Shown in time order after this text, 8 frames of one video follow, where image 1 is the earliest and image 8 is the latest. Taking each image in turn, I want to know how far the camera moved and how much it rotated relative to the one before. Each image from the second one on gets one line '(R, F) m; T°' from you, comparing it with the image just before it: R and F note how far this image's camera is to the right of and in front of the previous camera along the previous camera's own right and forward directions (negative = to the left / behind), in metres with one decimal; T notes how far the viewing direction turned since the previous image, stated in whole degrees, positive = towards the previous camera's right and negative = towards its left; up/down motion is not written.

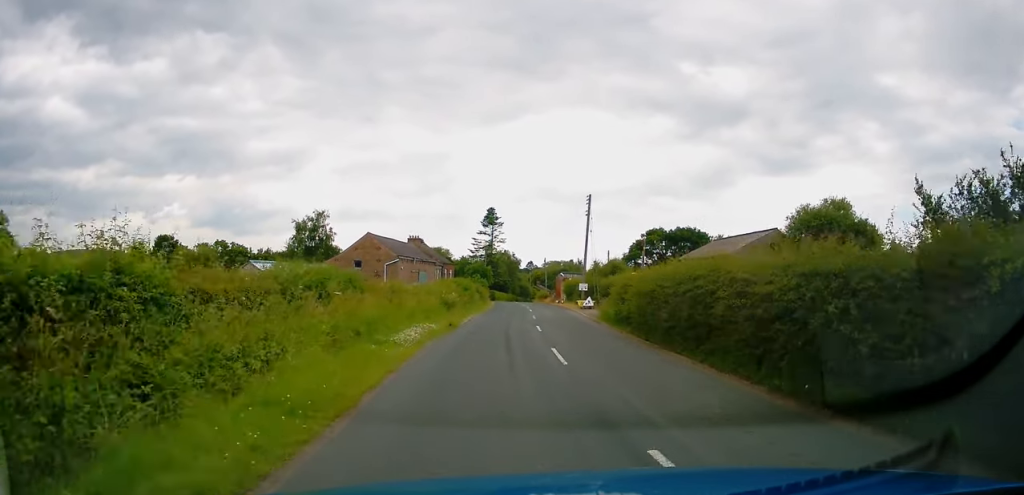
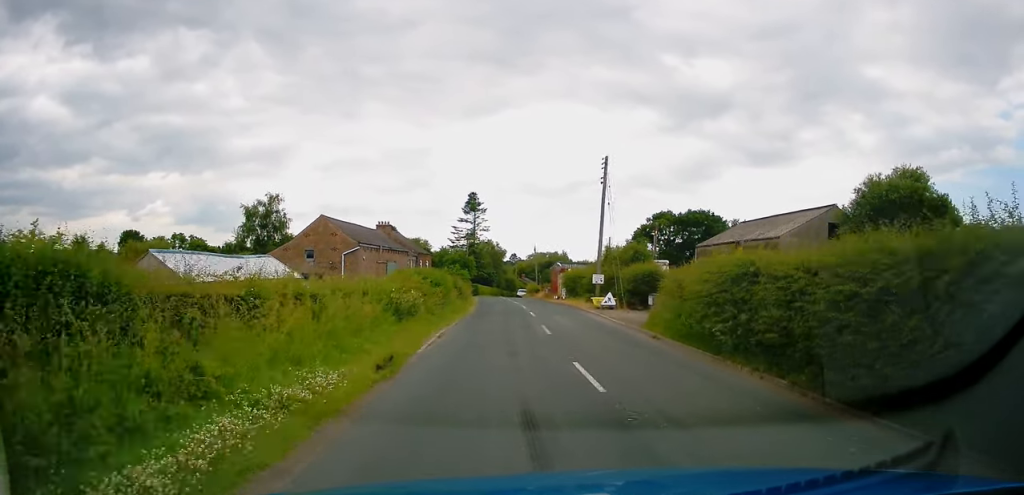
(+0.1, +12.3) m; +2°
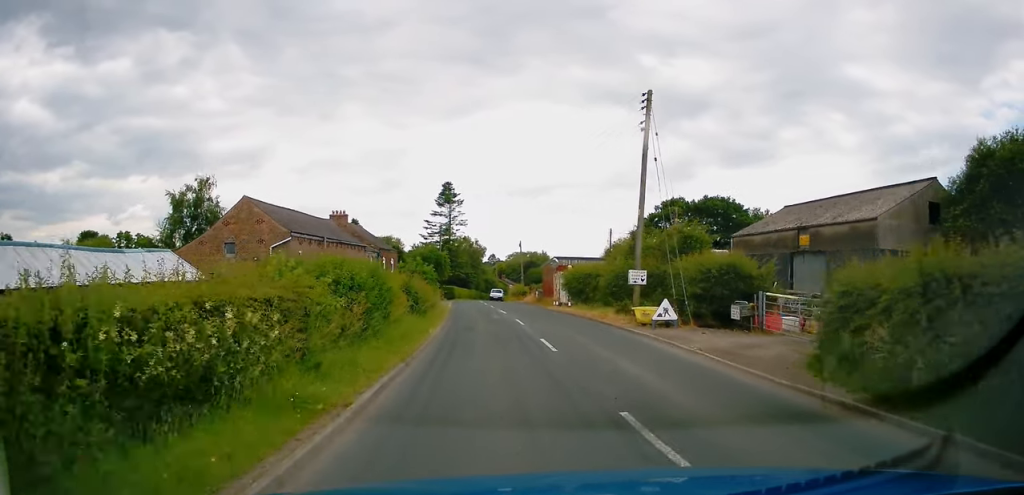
(+0.5, +13.1) m; +1°
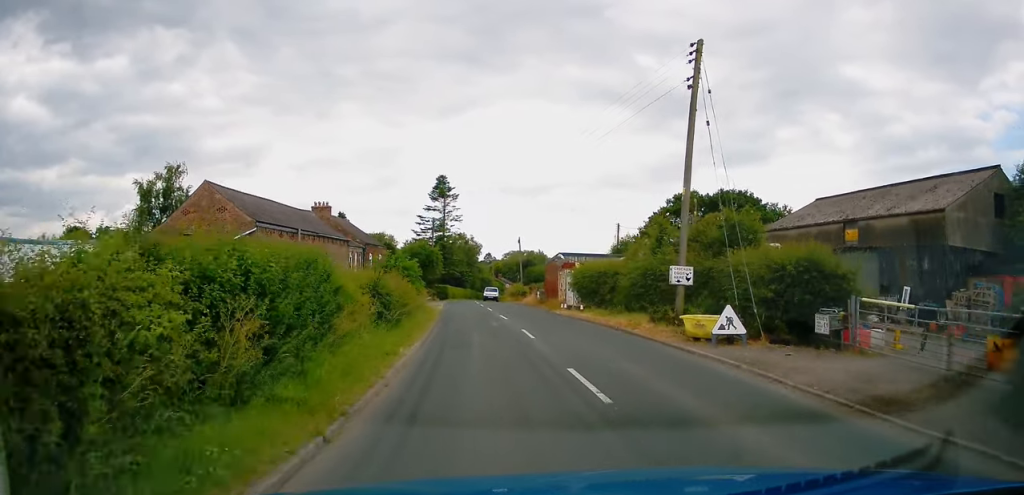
(-0.1, +5.5) m; 0°
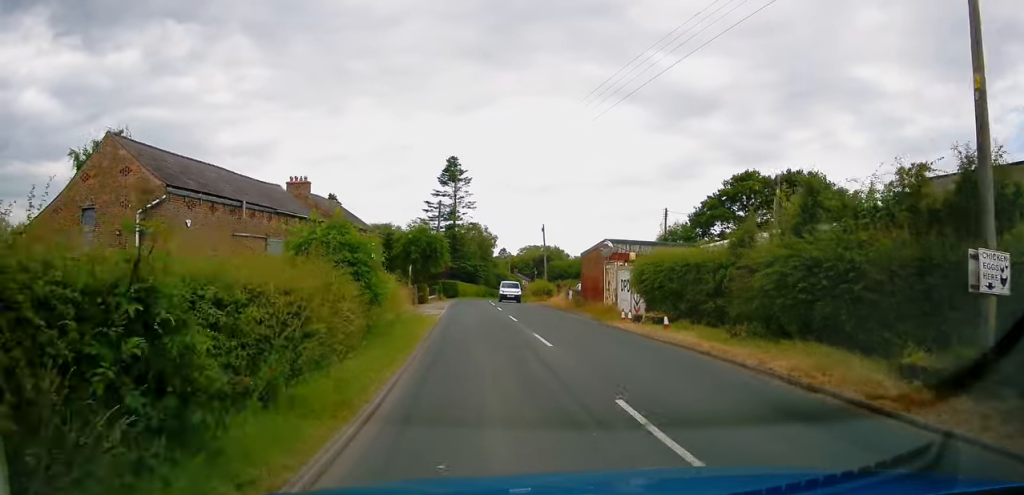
(0.0, +11.5) m; 0°
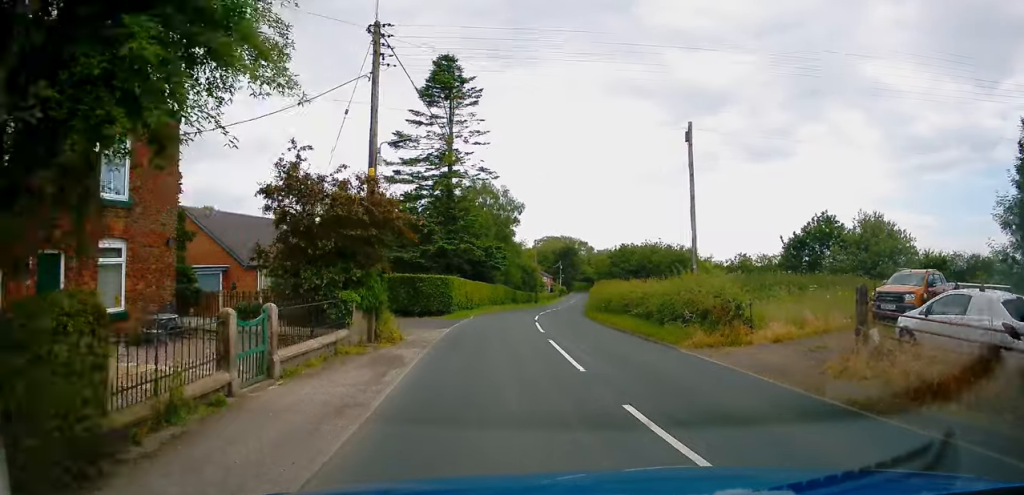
(-0.4, +37.7) m; -1°
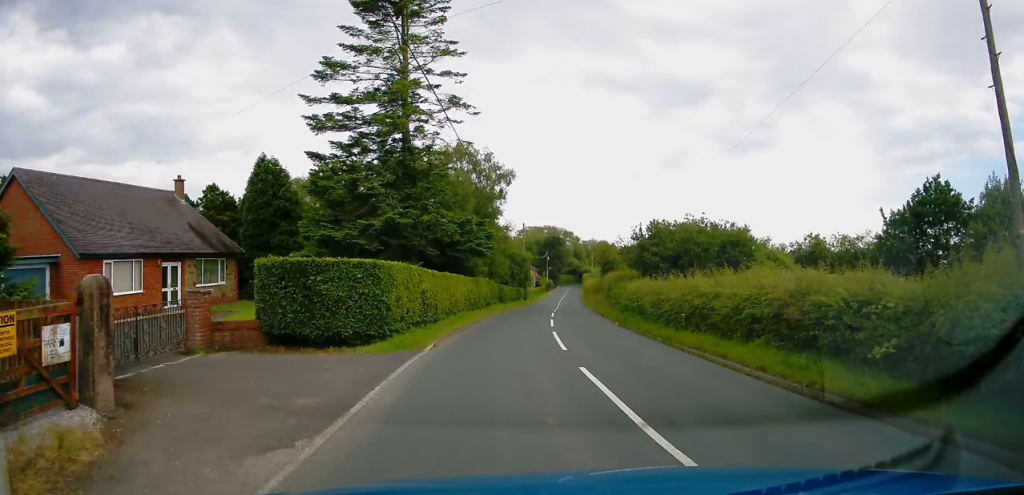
(+0.1, +14.3) m; +2°
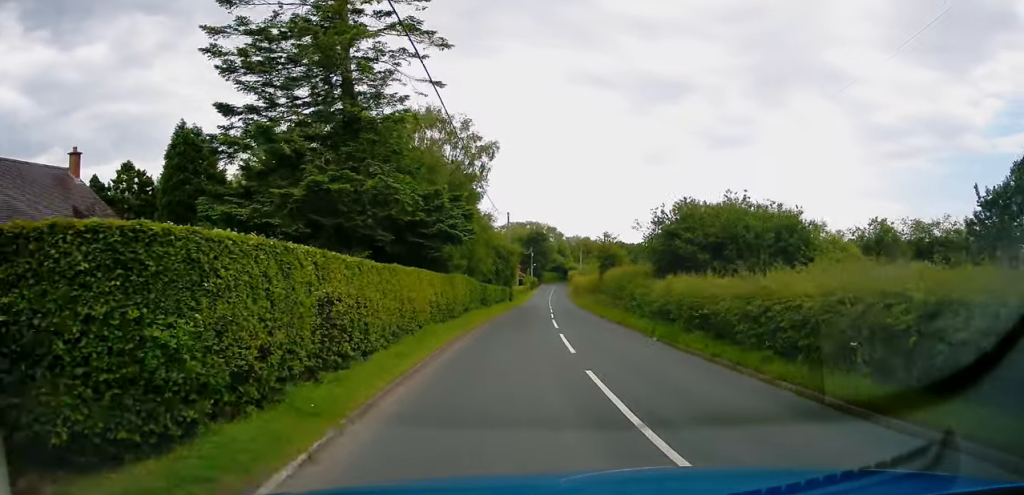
(+0.3, +9.1) m; +1°
